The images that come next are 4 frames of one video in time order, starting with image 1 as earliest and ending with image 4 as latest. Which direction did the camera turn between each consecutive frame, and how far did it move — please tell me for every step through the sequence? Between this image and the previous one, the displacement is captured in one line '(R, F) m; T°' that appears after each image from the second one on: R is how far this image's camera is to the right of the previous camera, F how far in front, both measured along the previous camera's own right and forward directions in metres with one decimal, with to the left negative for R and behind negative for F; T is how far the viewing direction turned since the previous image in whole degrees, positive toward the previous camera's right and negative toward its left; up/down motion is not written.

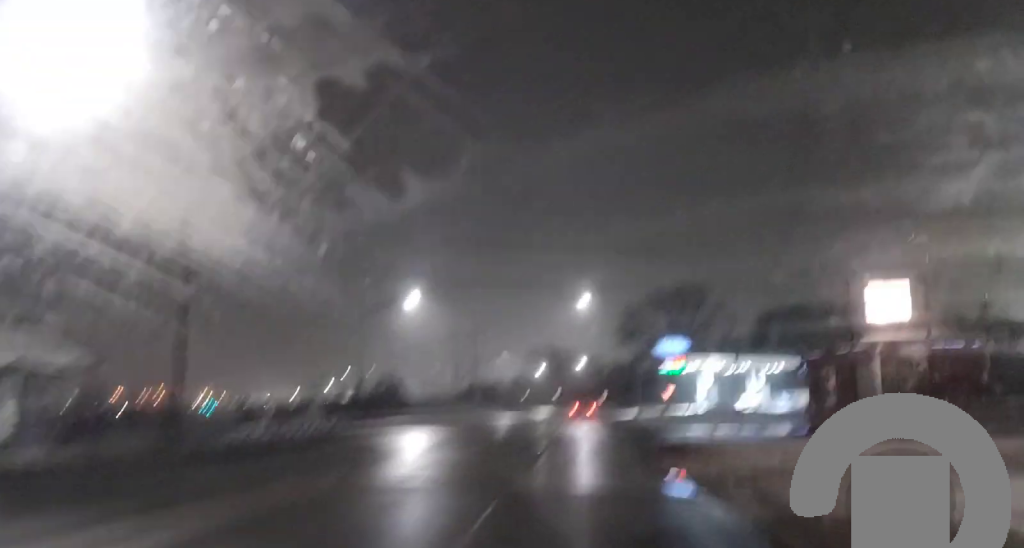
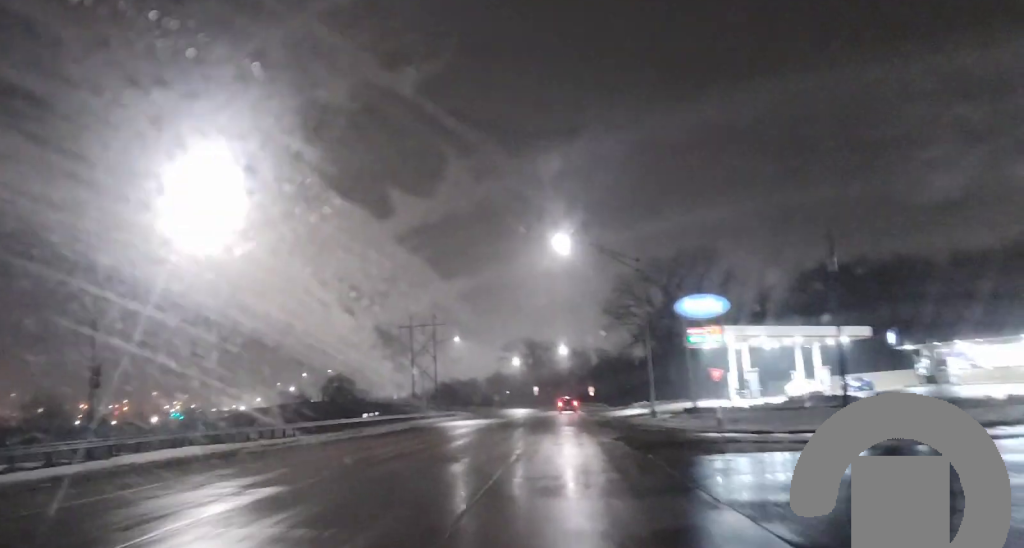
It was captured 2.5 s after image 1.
(0.0, +34.8) m; -1°
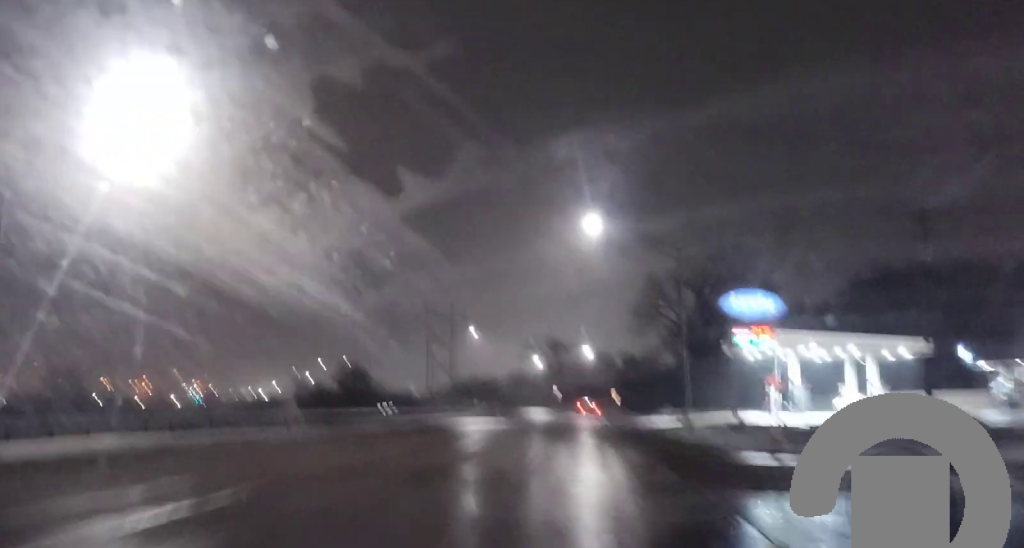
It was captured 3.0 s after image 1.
(-0.2, +7.0) m; 0°
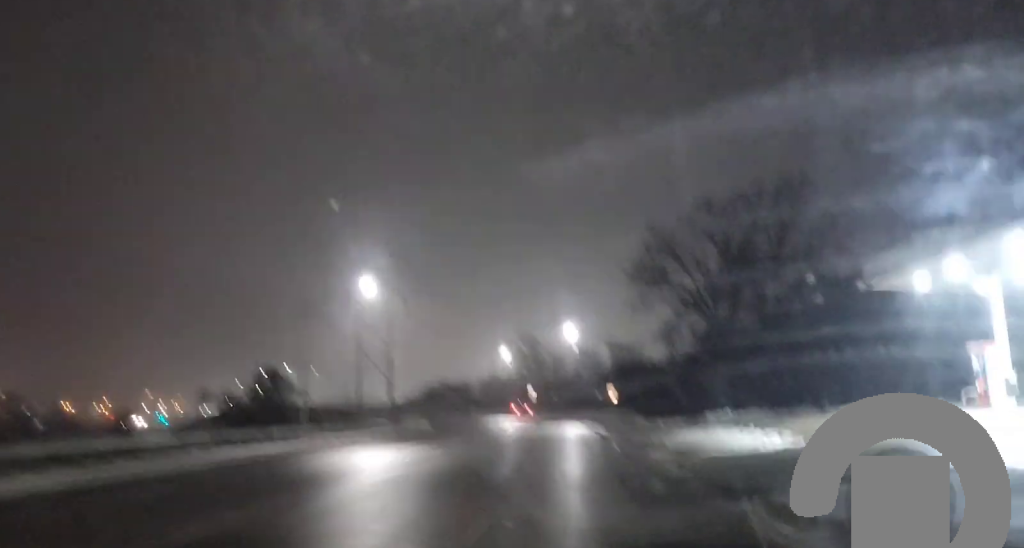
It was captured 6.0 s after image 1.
(-0.4, +42.0) m; 0°
